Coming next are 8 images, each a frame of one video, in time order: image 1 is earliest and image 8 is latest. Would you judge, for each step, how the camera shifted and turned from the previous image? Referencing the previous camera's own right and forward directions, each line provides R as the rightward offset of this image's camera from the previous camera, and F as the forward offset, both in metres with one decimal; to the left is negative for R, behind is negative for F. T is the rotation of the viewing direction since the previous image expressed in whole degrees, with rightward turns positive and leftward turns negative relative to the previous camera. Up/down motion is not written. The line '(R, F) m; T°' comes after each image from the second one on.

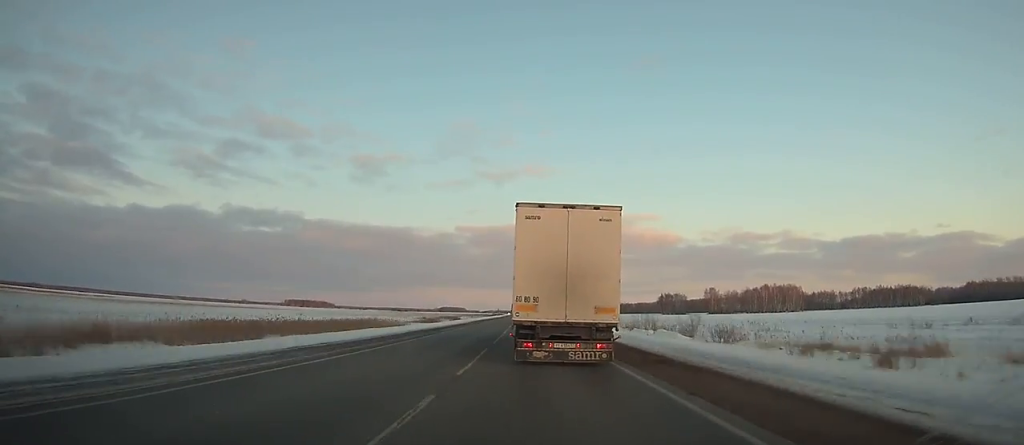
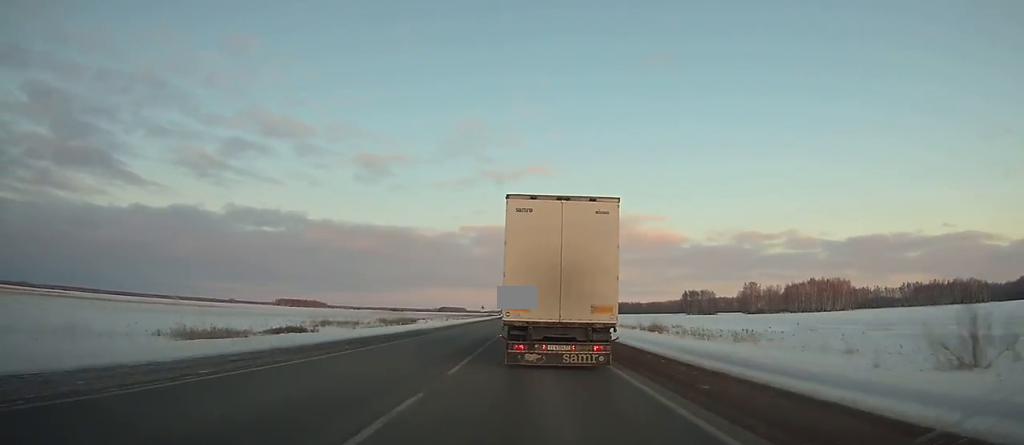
(+0.1, +83.2) m; 0°
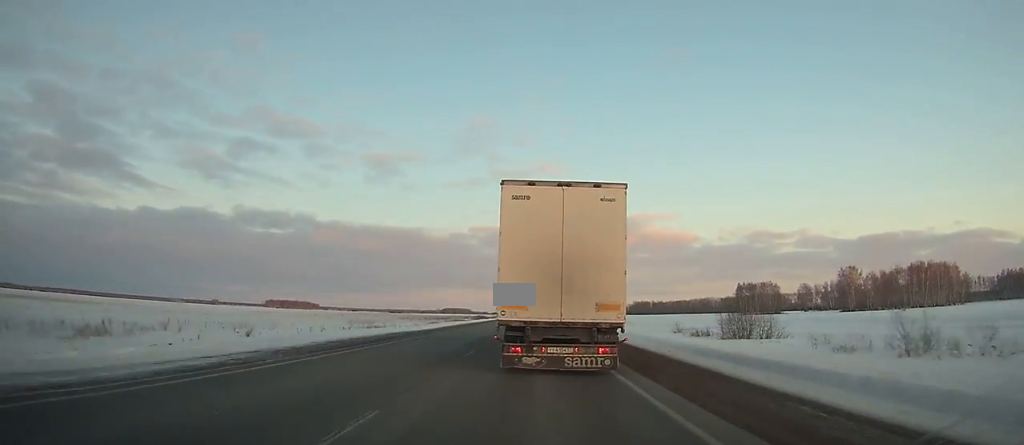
(-0.1, +119.8) m; -1°
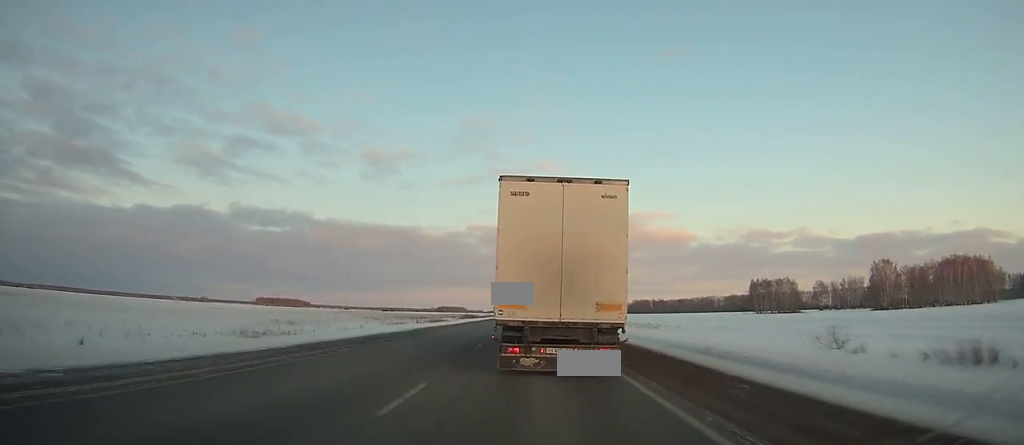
(-0.3, +32.4) m; 0°
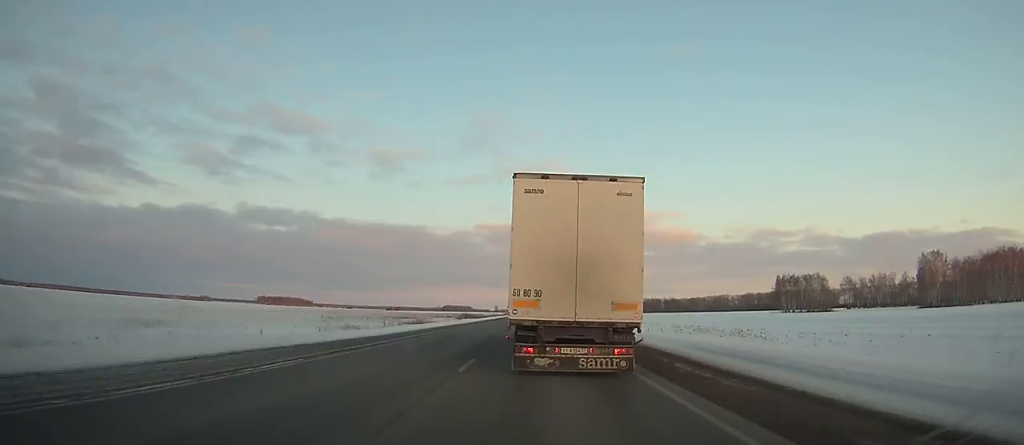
(-0.2, +30.3) m; 0°
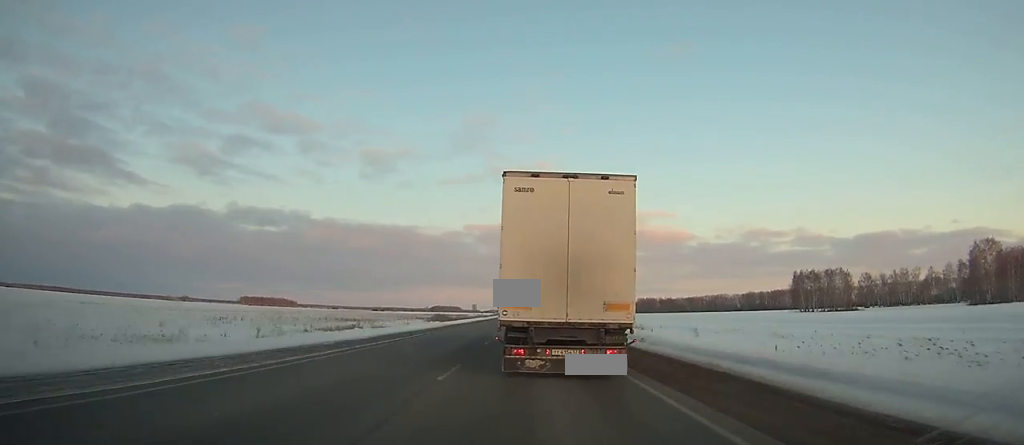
(+0.1, +36.5) m; 0°
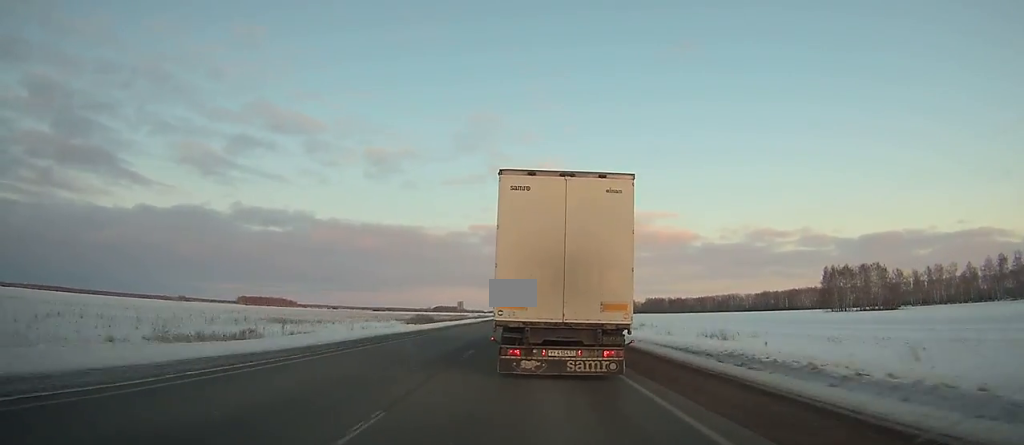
(+0.1, +30.0) m; 0°
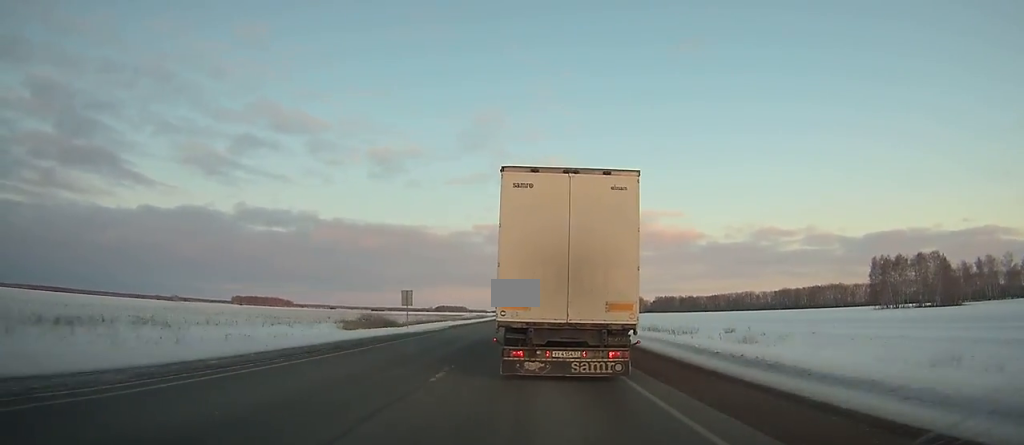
(0.0, +40.6) m; 0°
